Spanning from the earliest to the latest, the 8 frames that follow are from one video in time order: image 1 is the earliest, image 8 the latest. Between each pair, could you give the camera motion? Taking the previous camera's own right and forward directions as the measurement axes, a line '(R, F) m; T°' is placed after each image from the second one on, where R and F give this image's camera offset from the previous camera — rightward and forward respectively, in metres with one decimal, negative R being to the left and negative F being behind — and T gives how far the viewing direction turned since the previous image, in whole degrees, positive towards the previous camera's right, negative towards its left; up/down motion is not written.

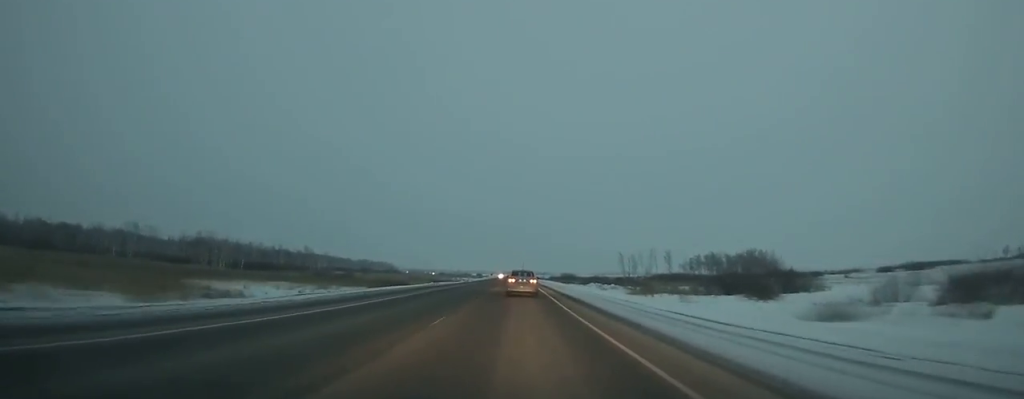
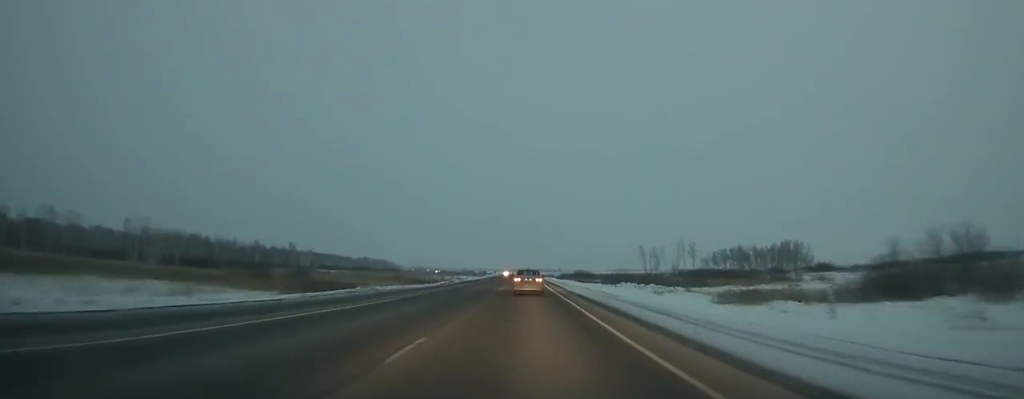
(-0.2, +41.0) m; 0°
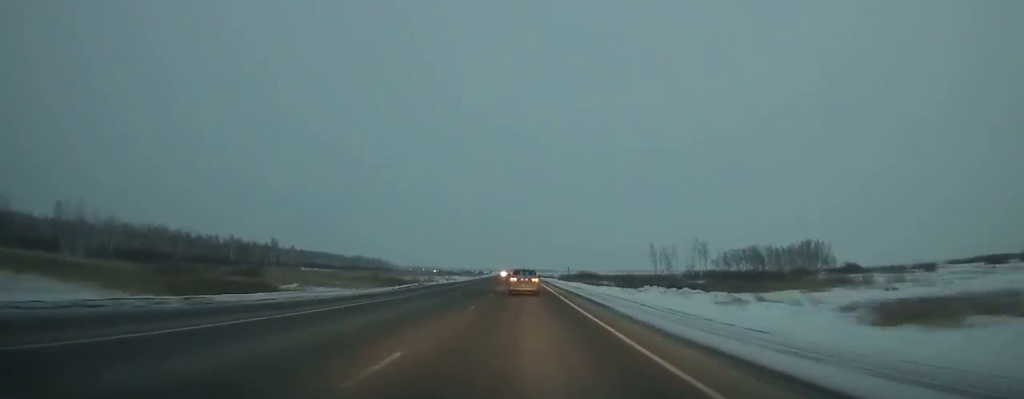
(0.0, +25.9) m; 0°
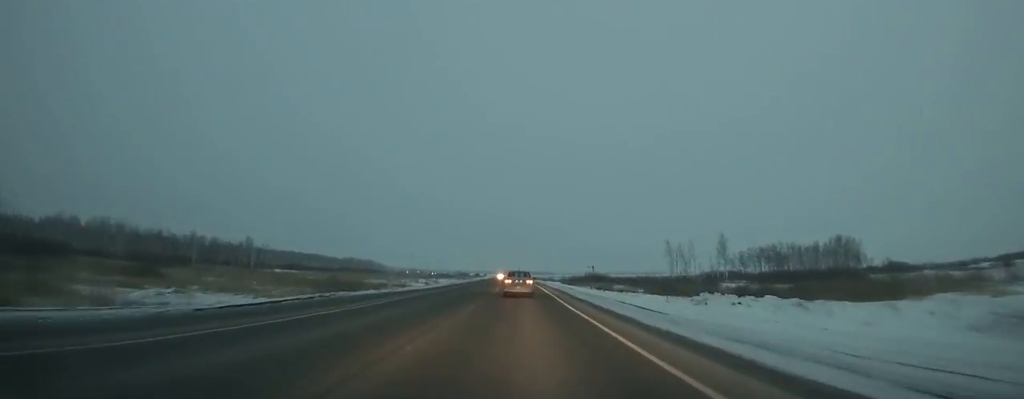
(0.0, +32.6) m; 0°
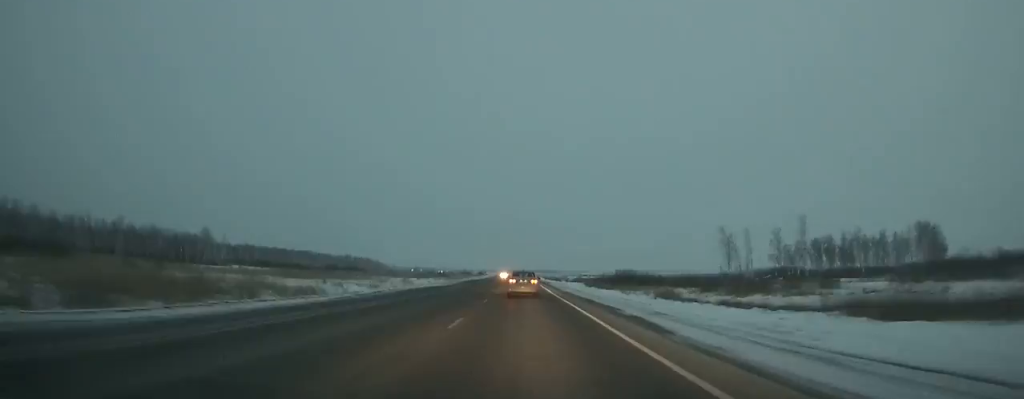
(0.0, +54.7) m; 0°
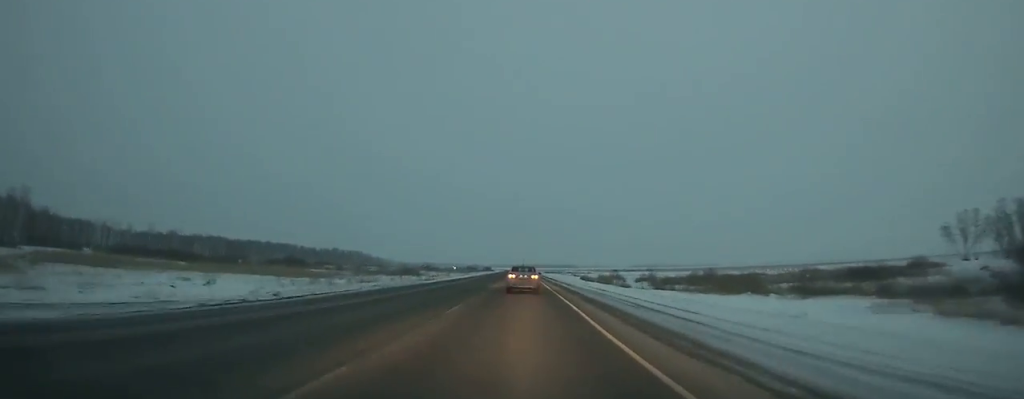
(-1.7, +130.9) m; -2°
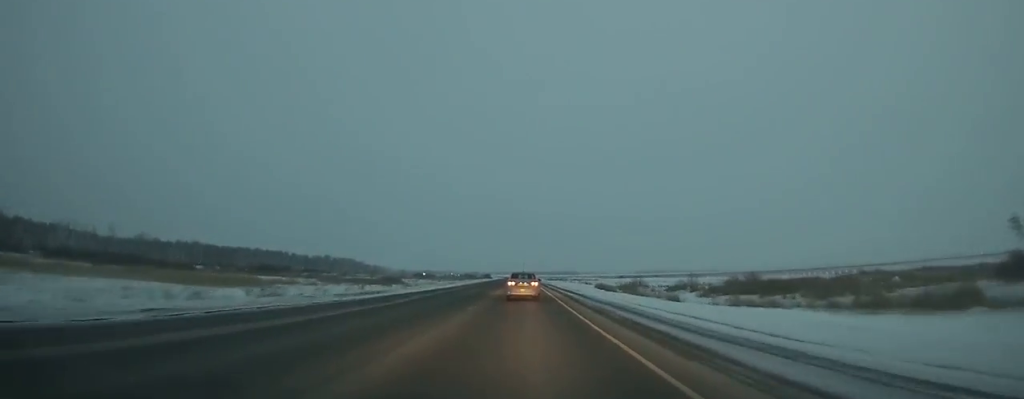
(-0.2, +31.1) m; 0°
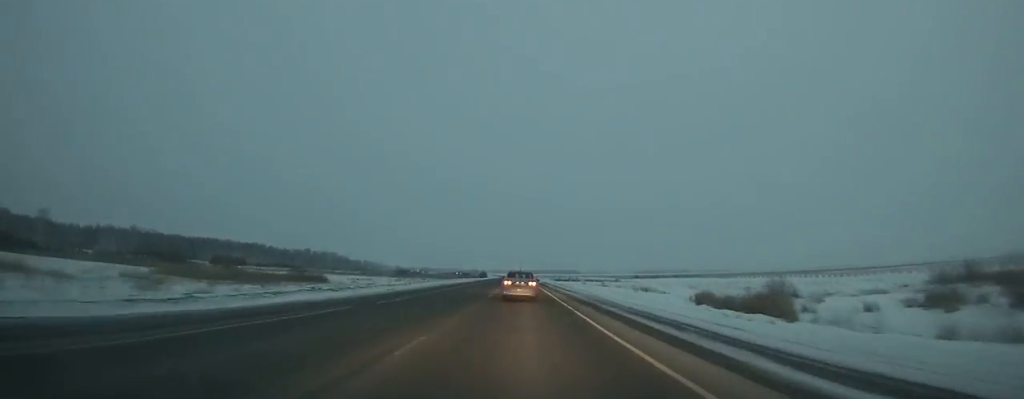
(-0.2, +70.6) m; 0°
